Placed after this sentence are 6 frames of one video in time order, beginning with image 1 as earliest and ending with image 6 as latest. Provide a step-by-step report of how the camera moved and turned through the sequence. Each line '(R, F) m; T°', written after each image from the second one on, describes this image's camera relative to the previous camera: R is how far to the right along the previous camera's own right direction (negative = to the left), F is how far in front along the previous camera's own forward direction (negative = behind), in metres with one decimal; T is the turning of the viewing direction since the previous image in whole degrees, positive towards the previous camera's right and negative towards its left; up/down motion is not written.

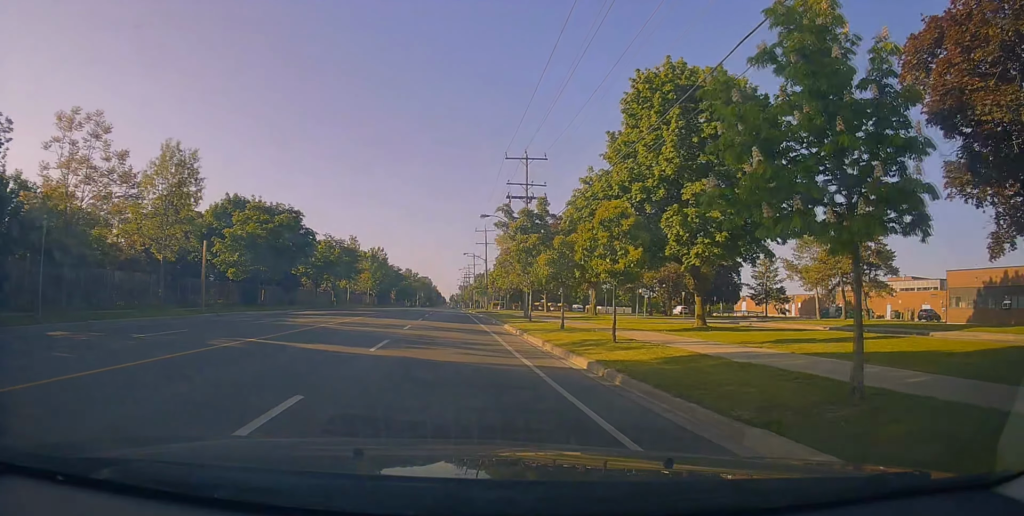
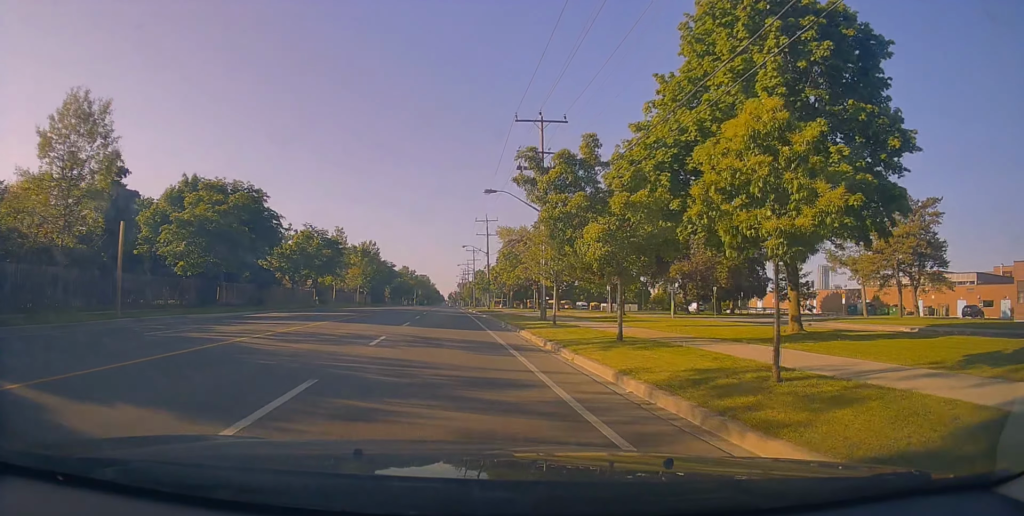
(+0.1, +8.3) m; 0°
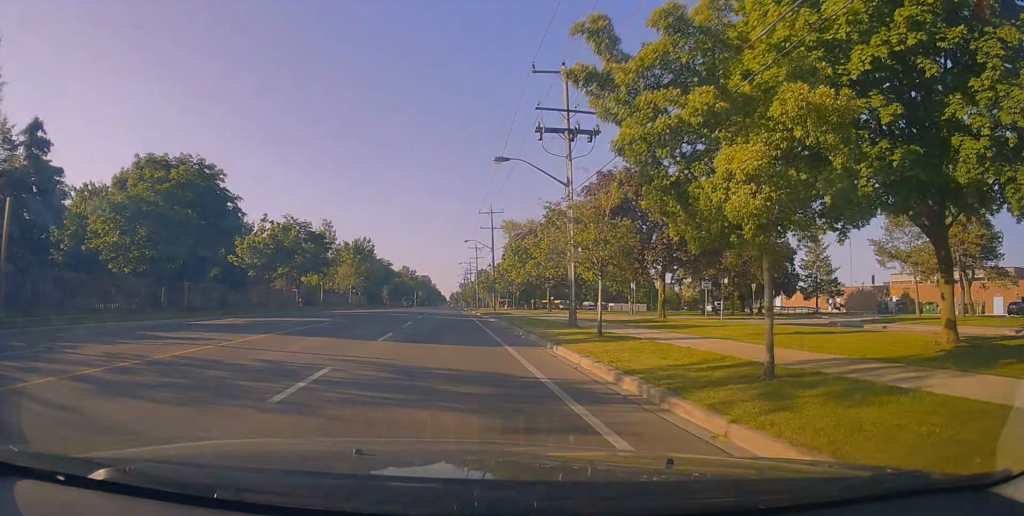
(-0.2, +7.5) m; 0°
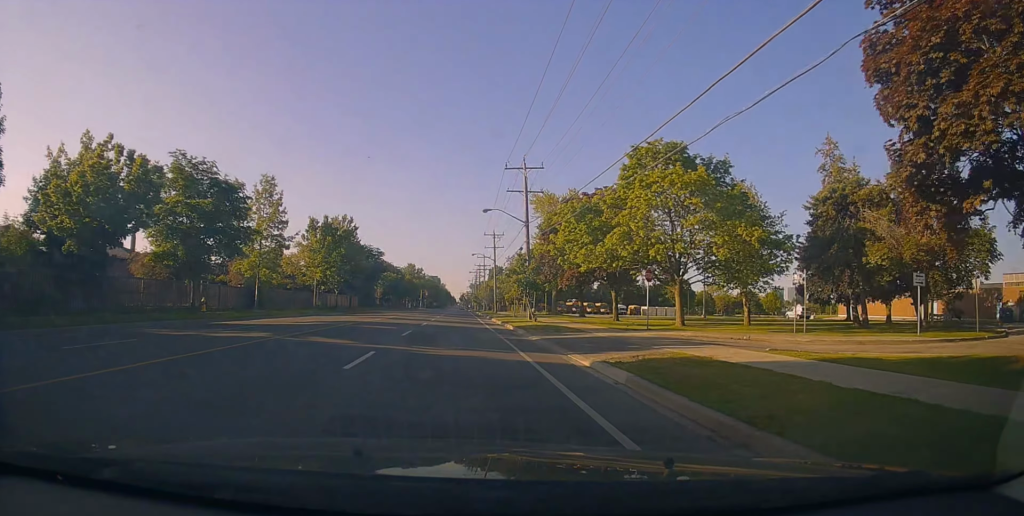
(+0.1, +23.8) m; +1°
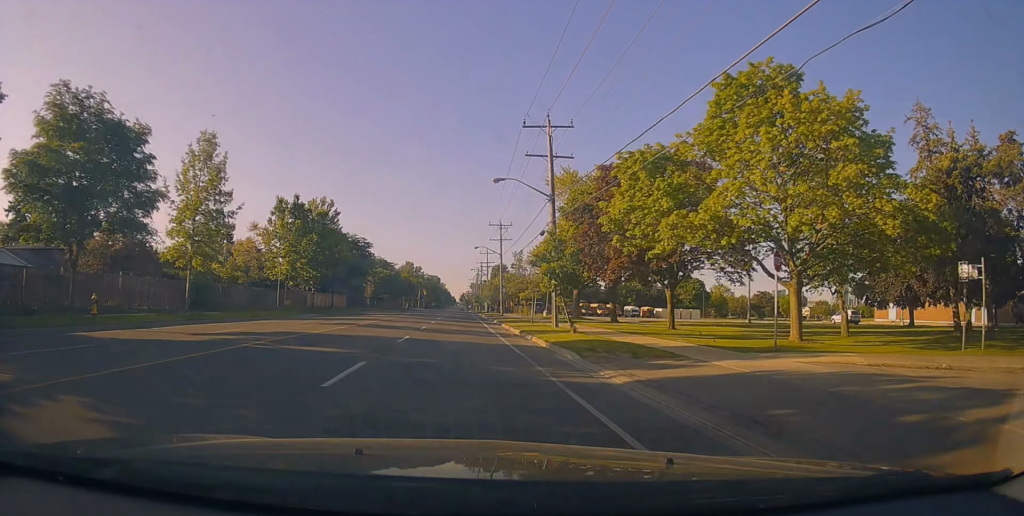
(0.0, +10.8) m; +1°
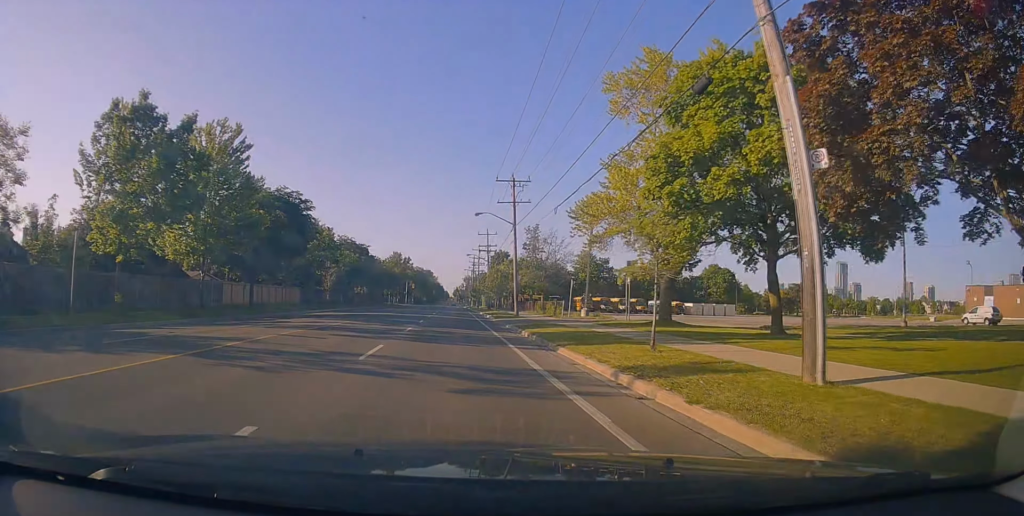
(-0.8, +23.6) m; -3°
